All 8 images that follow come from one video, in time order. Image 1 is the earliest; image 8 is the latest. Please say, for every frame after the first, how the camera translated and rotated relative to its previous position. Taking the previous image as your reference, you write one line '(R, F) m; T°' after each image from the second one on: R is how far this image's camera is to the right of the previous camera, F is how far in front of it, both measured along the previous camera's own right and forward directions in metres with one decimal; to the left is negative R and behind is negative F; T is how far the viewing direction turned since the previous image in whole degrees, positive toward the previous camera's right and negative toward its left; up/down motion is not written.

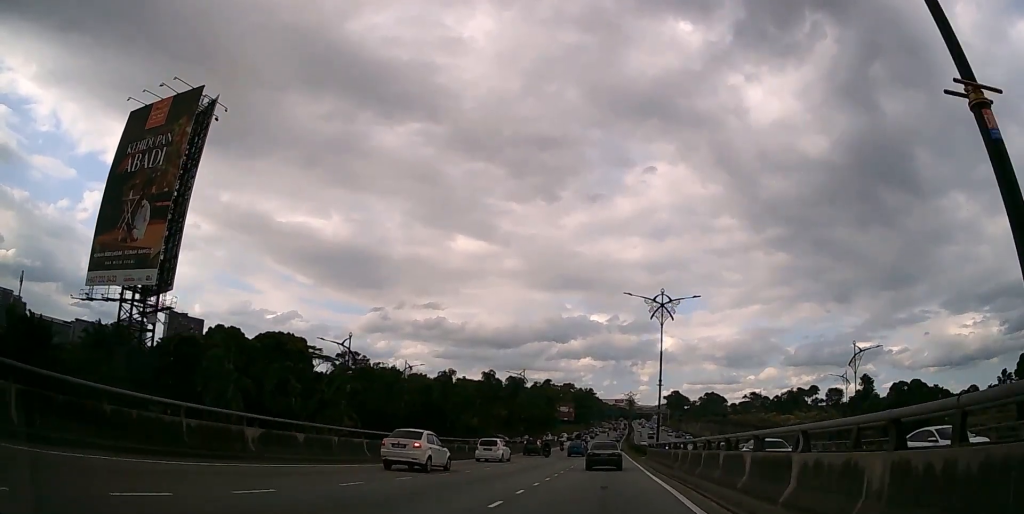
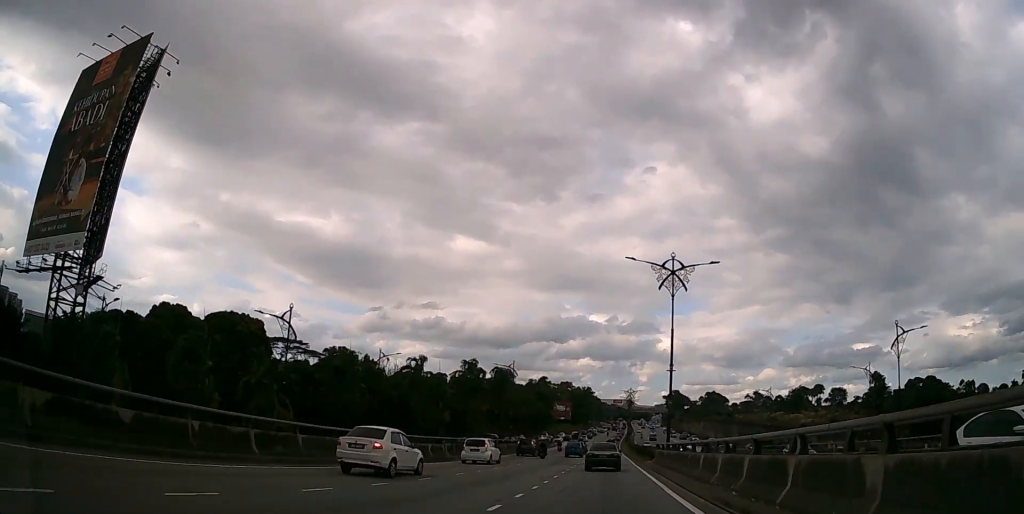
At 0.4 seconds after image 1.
(0.0, +8.7) m; 0°
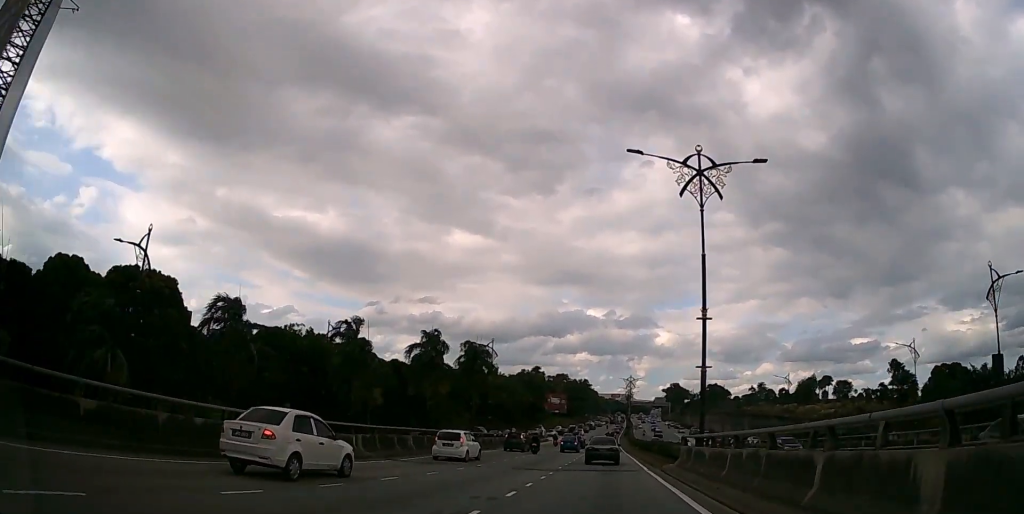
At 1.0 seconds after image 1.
(0.0, +13.6) m; 0°
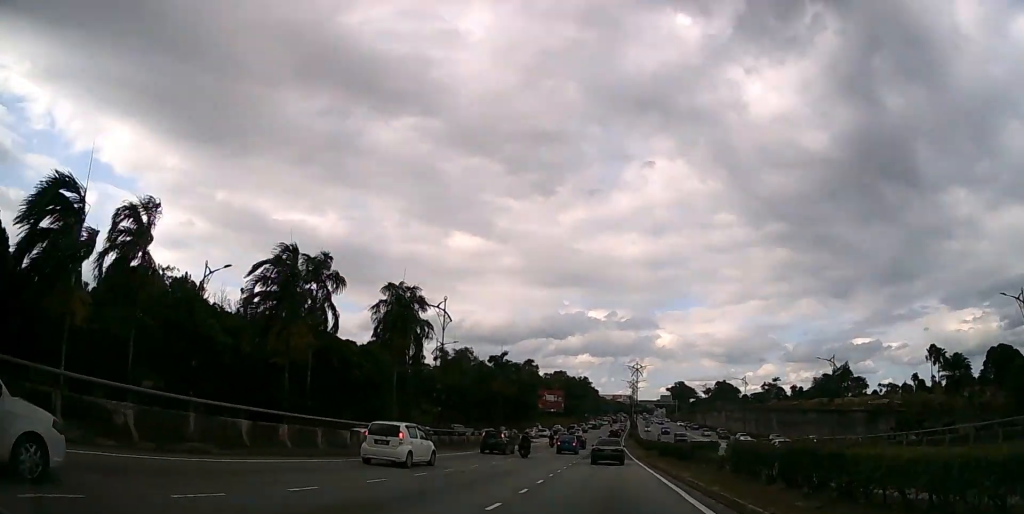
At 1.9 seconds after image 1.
(0.0, +20.7) m; 0°
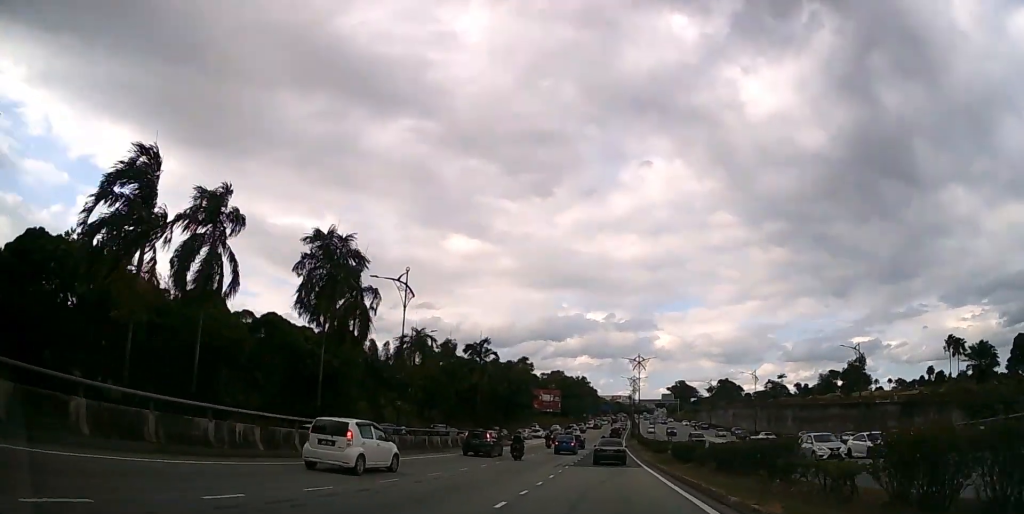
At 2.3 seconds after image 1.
(0.0, +9.6) m; 0°
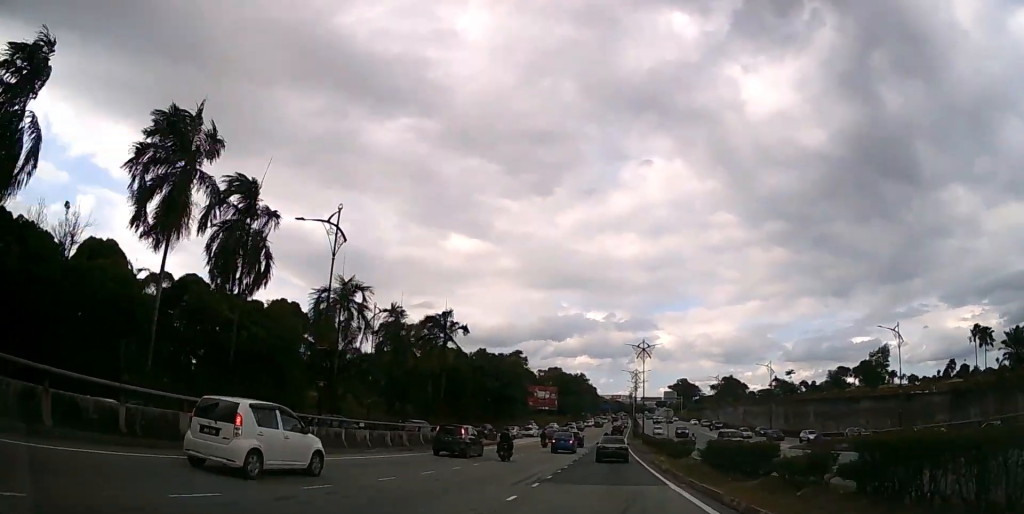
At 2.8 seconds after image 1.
(0.0, +10.5) m; 0°
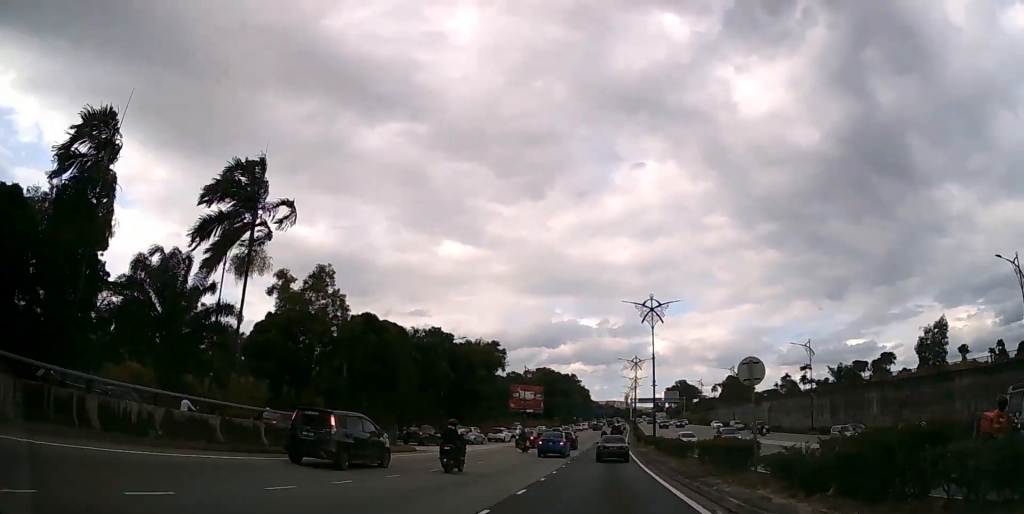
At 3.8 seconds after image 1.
(+0.1, +23.9) m; 0°
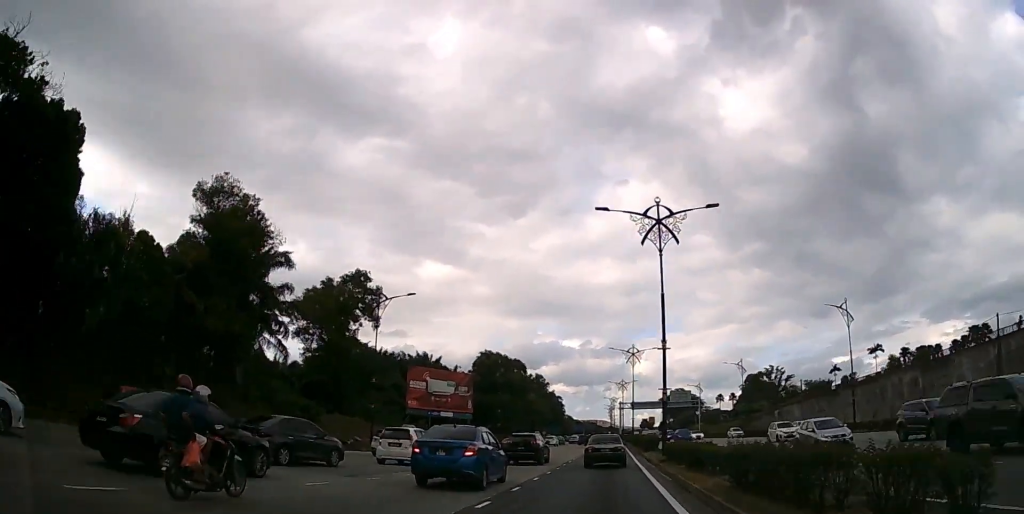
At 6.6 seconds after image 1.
(+0.8, +65.1) m; +2°
